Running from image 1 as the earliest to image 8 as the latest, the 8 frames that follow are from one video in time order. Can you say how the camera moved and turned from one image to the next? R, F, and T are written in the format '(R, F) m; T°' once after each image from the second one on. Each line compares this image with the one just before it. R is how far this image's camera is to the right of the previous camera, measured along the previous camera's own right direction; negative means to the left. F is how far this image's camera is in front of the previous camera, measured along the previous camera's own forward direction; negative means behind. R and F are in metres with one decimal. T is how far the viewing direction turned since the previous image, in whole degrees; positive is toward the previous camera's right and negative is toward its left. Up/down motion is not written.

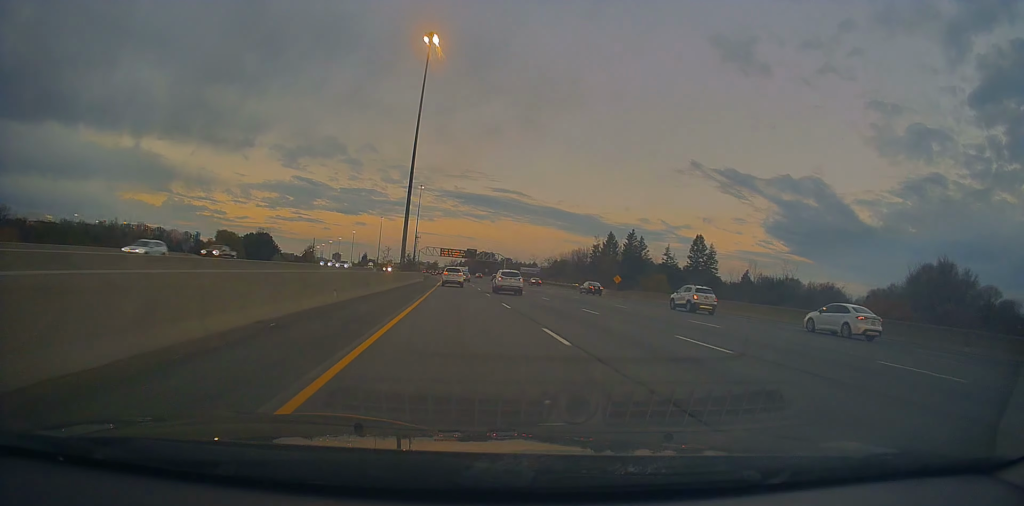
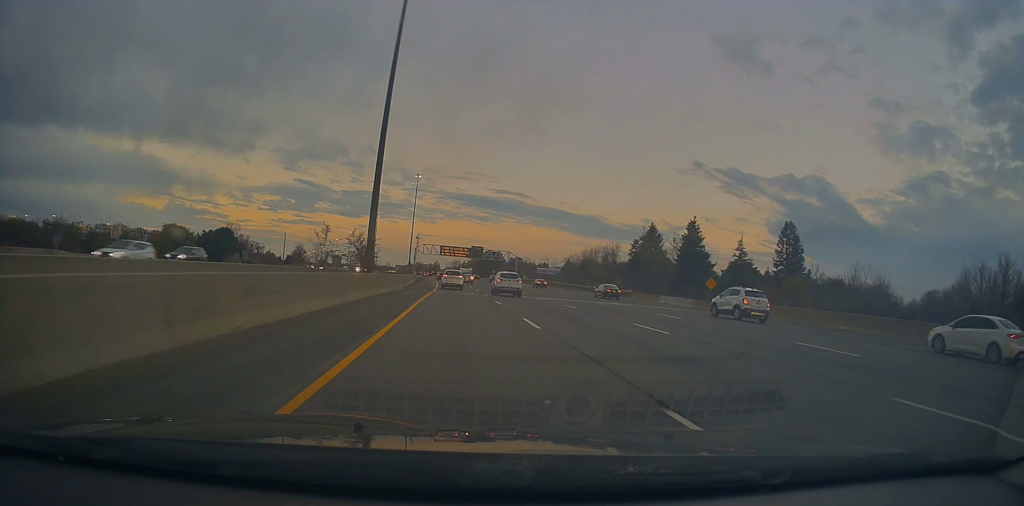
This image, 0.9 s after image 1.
(+0.6, +31.9) m; +1°
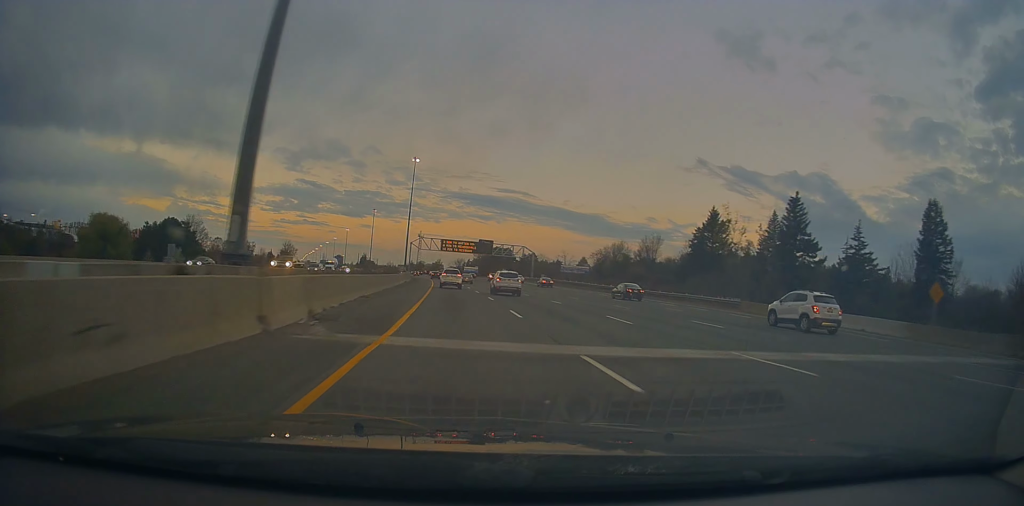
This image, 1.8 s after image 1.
(-0.1, +29.4) m; 0°
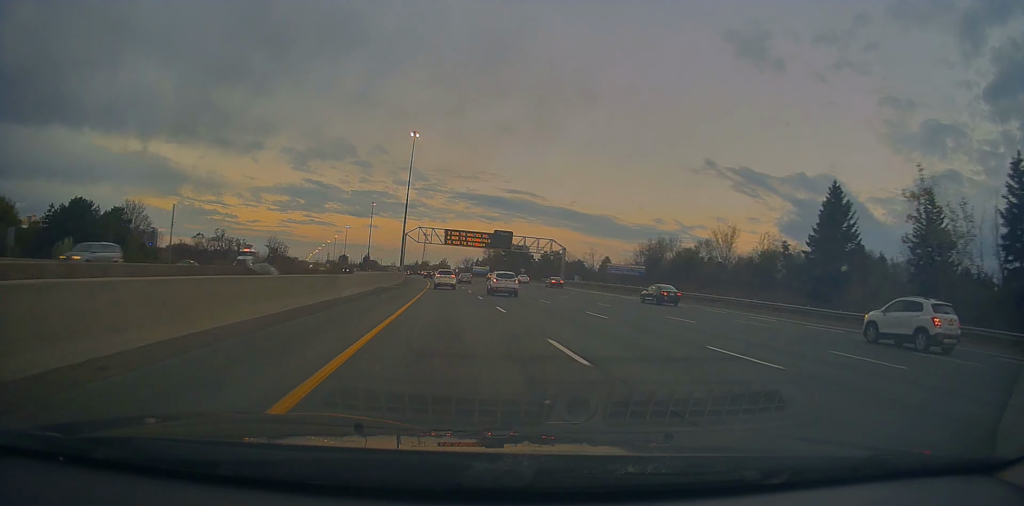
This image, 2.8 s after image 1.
(-0.2, +32.7) m; -1°
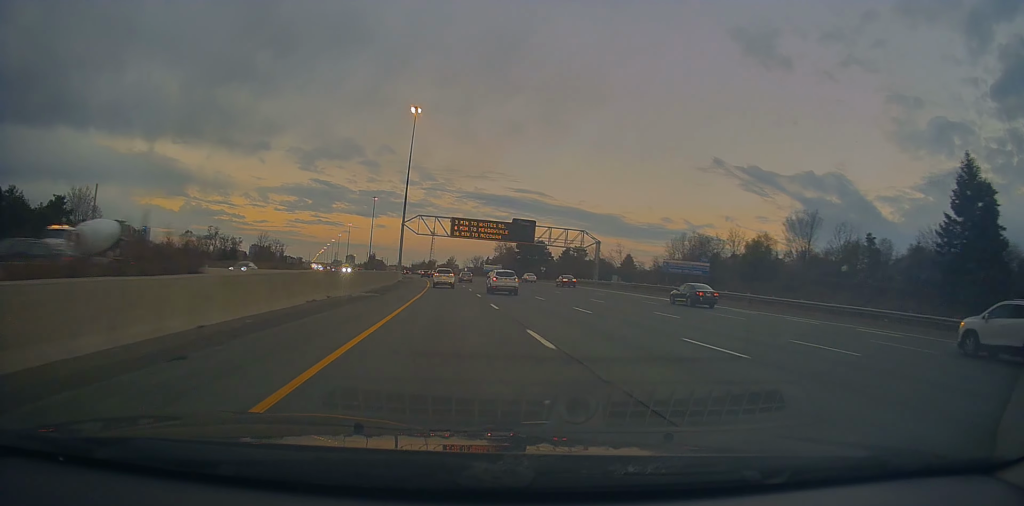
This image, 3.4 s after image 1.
(-0.2, +21.5) m; -1°
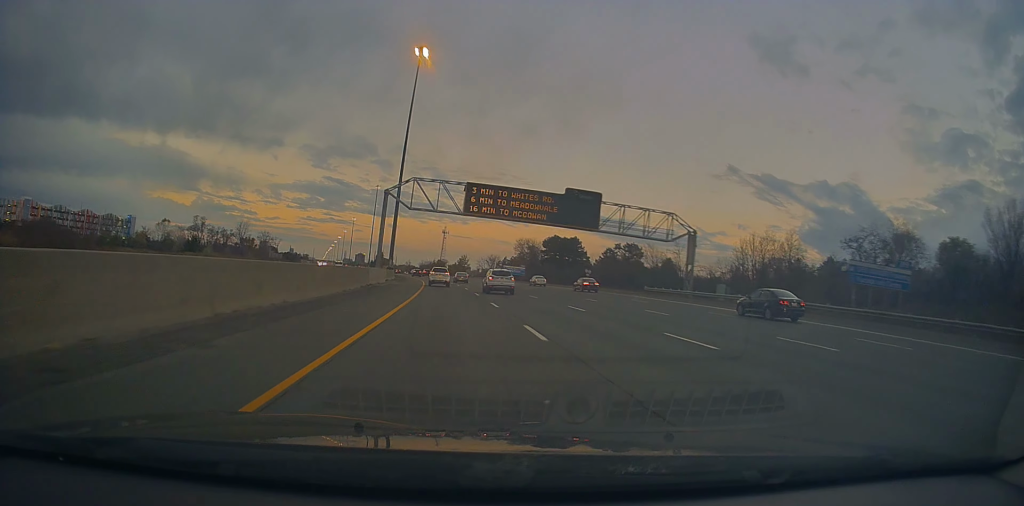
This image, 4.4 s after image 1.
(-0.5, +34.1) m; -2°
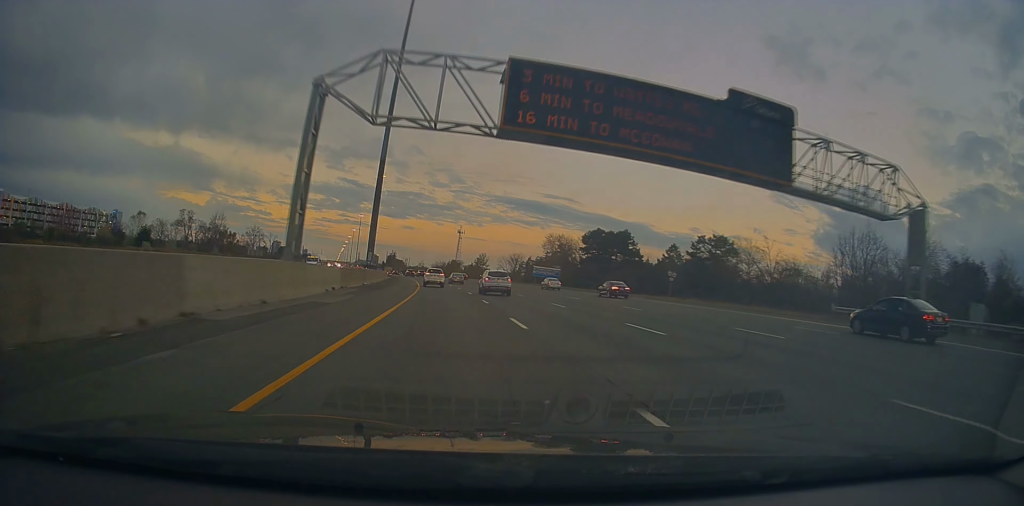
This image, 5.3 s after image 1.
(-0.5, +32.0) m; -2°
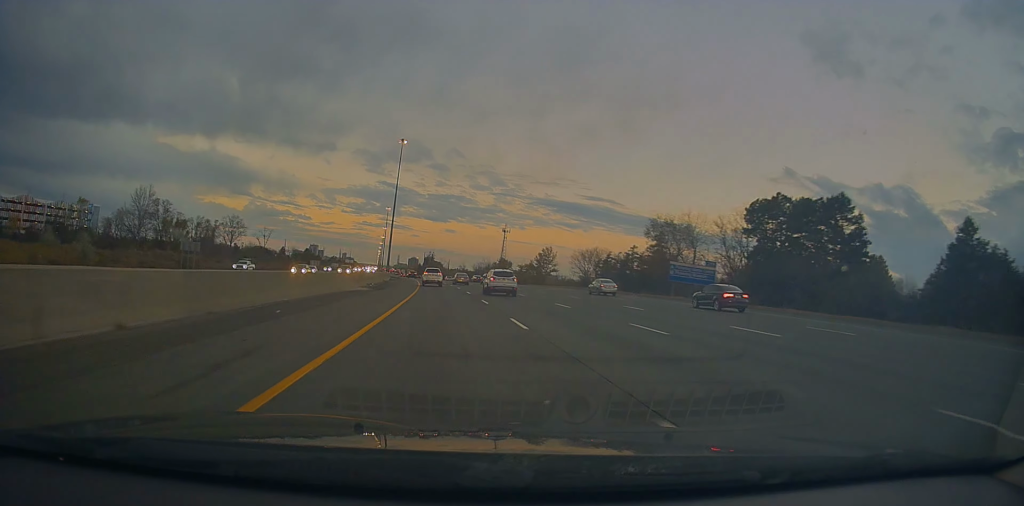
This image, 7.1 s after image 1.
(-1.9, +59.7) m; -5°
